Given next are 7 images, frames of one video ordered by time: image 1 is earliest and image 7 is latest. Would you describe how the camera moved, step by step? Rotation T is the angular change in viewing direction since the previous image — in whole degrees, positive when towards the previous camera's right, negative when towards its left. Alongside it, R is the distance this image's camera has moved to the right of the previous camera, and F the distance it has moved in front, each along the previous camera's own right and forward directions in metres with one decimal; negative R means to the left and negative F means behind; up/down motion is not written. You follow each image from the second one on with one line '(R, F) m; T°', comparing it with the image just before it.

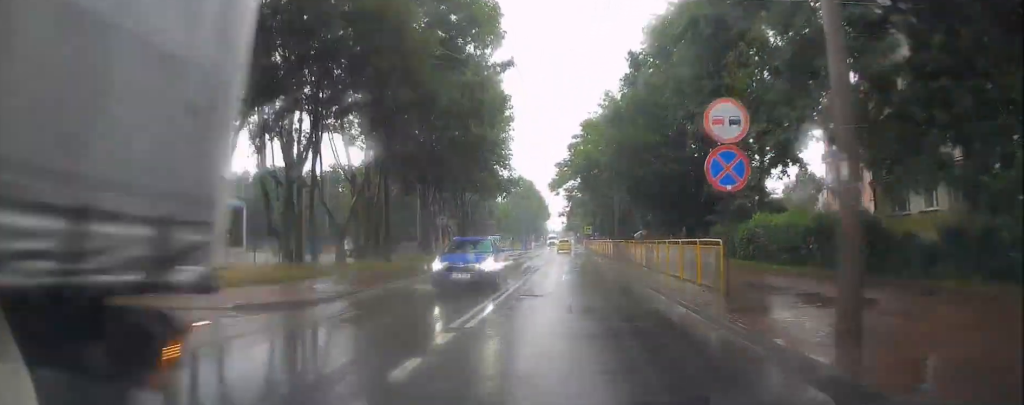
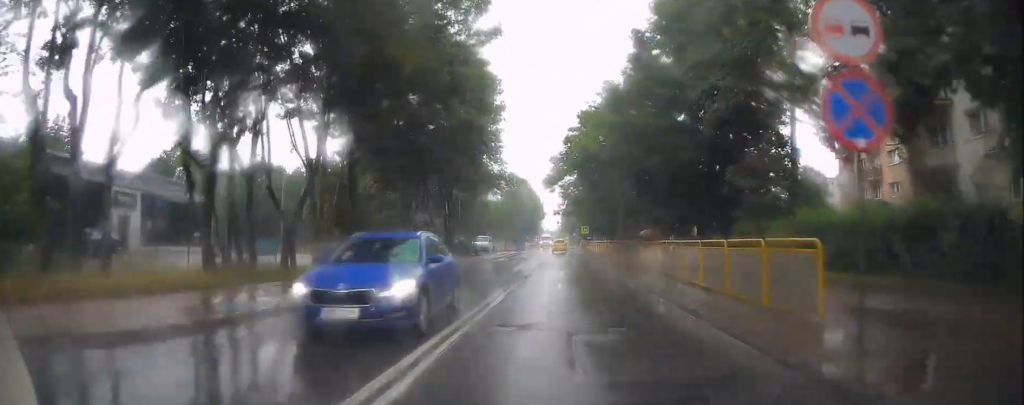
(0.0, +5.2) m; 0°
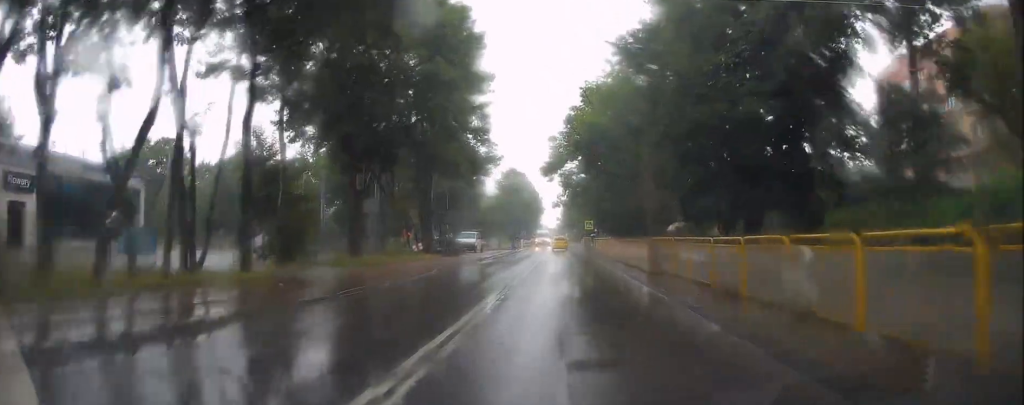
(0.0, +10.2) m; +1°
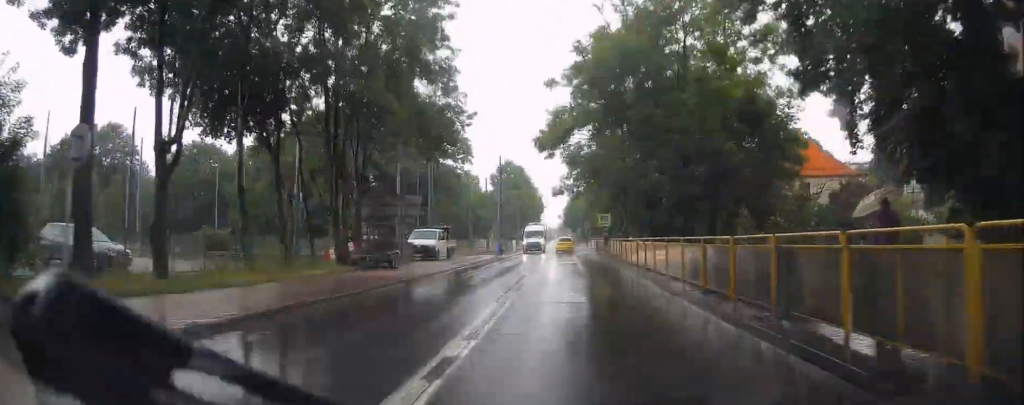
(+0.4, +18.1) m; +2°
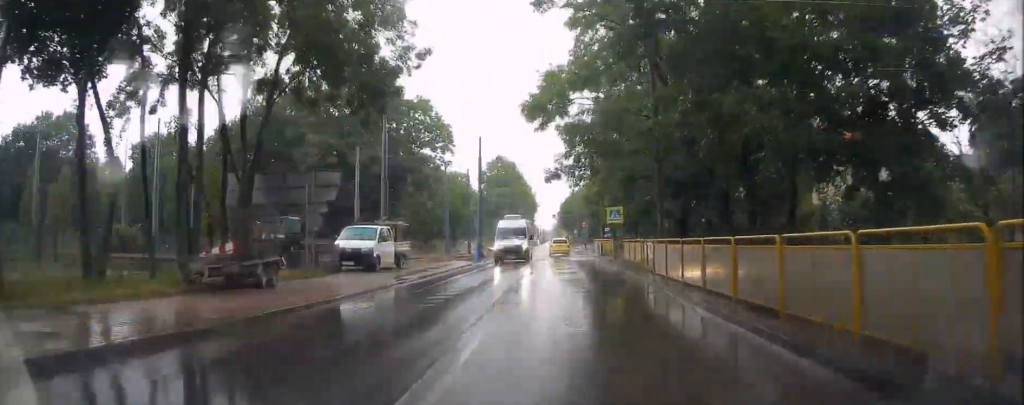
(0.0, +11.3) m; +1°
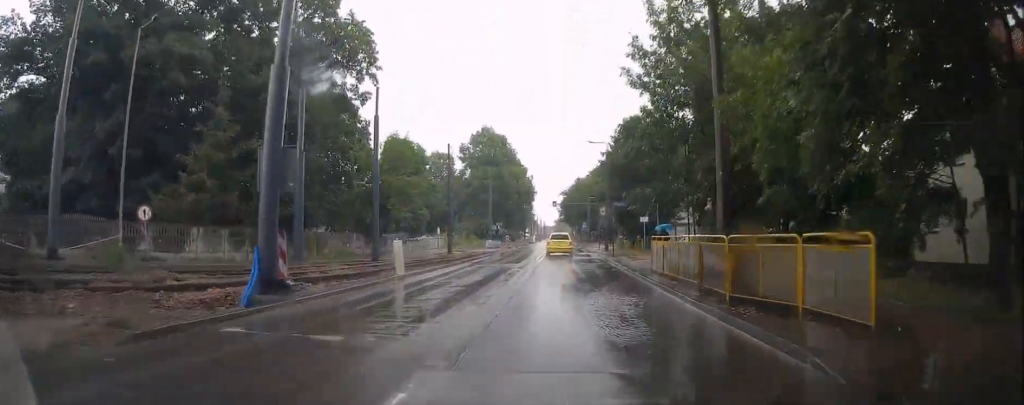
(+0.3, +31.8) m; 0°
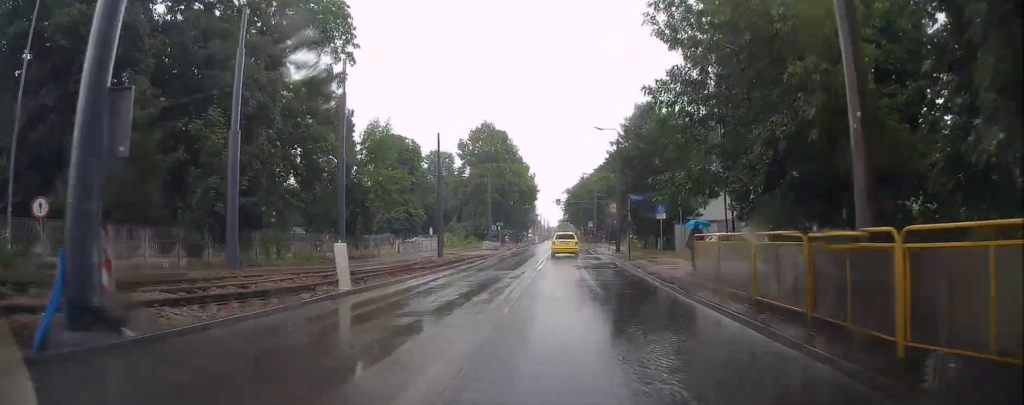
(0.0, +5.2) m; 0°
